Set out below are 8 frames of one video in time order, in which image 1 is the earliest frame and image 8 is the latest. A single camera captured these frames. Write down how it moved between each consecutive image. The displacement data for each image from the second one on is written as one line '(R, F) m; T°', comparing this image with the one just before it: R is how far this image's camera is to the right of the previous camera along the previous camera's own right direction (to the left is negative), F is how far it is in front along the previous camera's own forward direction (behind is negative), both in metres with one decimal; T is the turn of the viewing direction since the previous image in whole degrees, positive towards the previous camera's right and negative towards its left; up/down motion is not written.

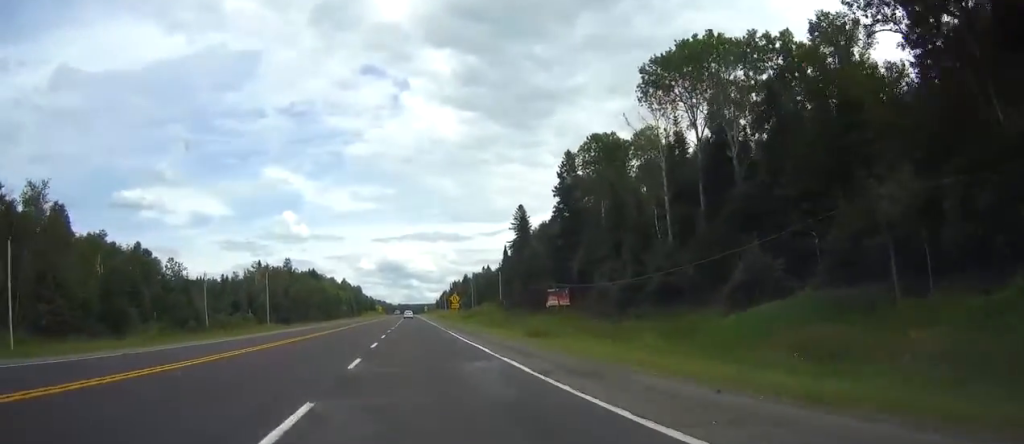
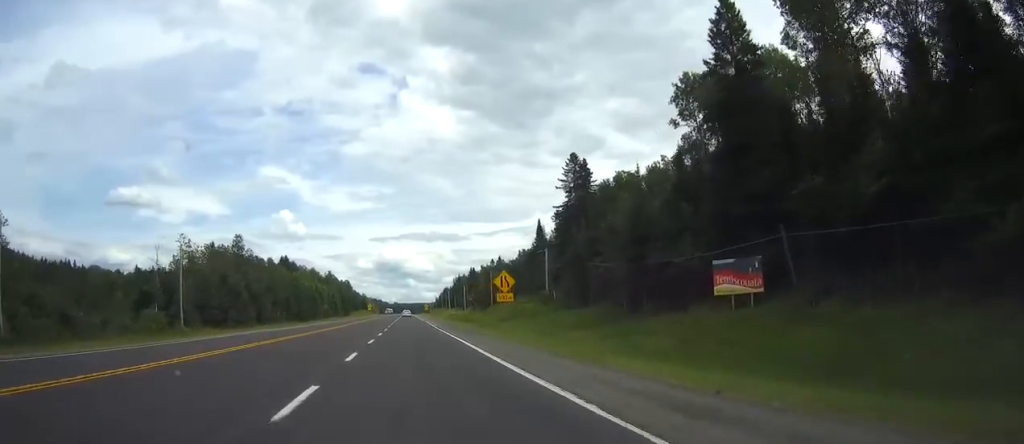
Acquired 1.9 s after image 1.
(+0.2, +60.2) m; 0°
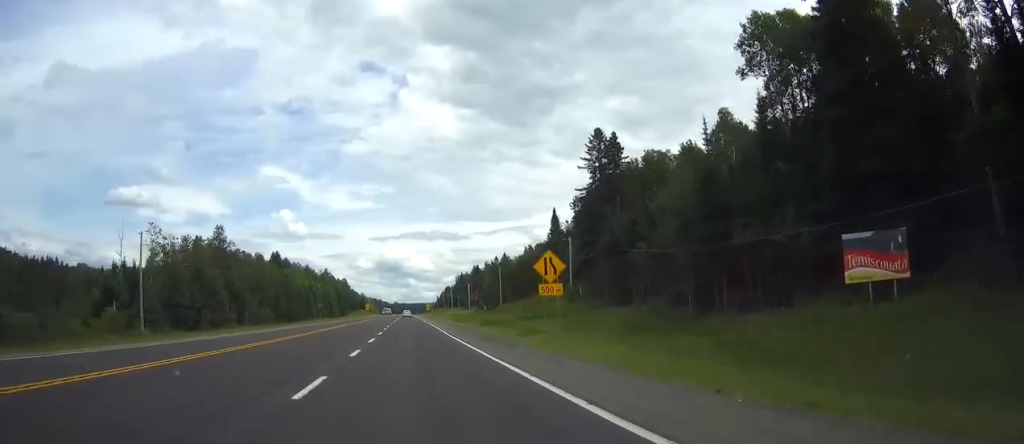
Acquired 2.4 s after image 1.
(0.0, +16.1) m; 0°
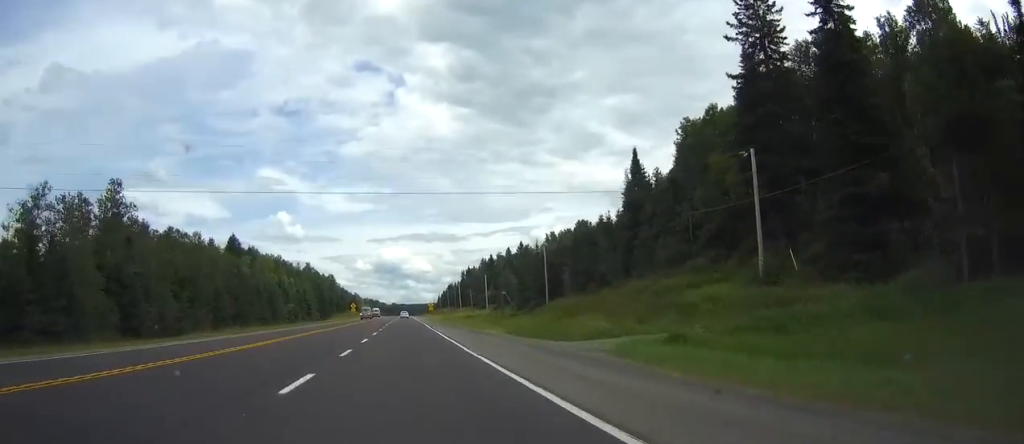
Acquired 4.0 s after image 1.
(+0.1, +52.4) m; 0°
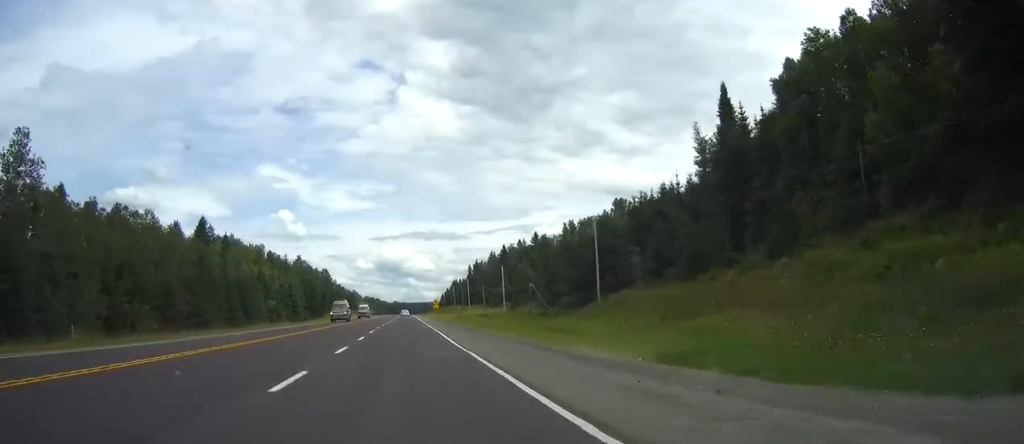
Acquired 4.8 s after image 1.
(+0.1, +26.7) m; 0°
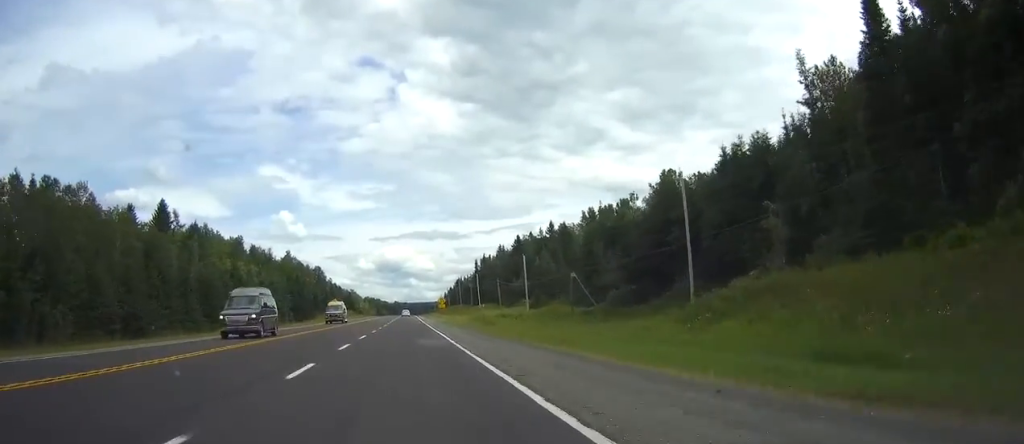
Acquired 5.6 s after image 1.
(-0.1, +24.4) m; 0°
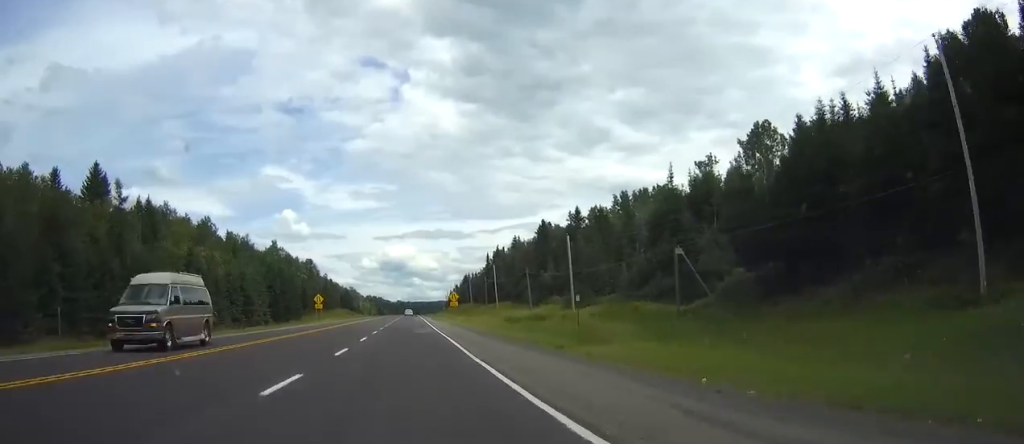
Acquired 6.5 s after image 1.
(-0.1, +28.7) m; 0°
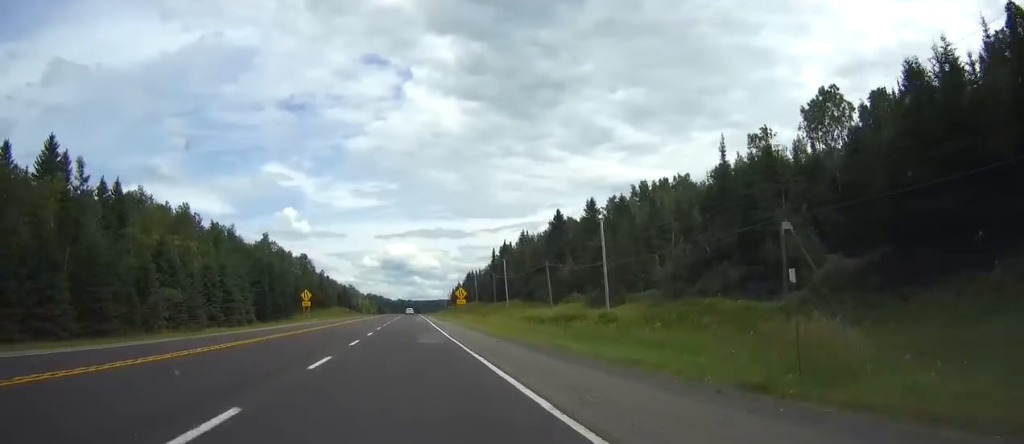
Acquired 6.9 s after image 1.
(0.0, +13.8) m; 0°
